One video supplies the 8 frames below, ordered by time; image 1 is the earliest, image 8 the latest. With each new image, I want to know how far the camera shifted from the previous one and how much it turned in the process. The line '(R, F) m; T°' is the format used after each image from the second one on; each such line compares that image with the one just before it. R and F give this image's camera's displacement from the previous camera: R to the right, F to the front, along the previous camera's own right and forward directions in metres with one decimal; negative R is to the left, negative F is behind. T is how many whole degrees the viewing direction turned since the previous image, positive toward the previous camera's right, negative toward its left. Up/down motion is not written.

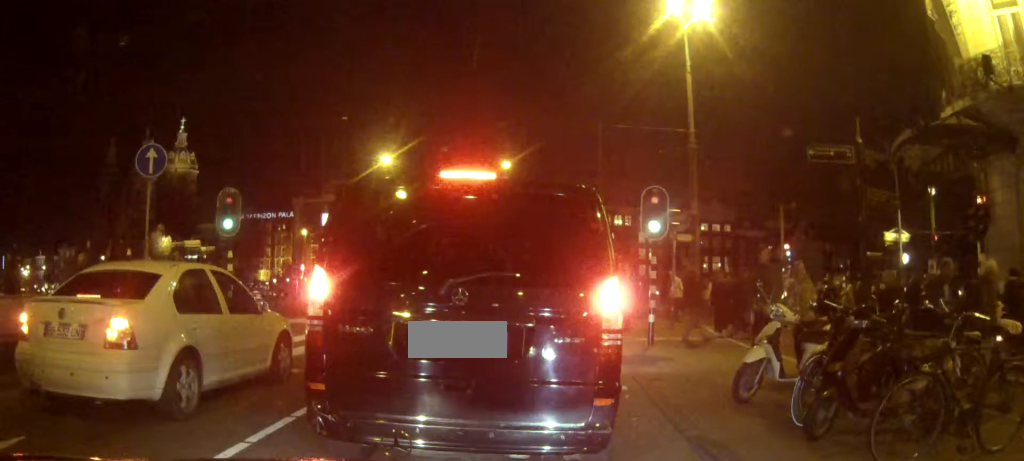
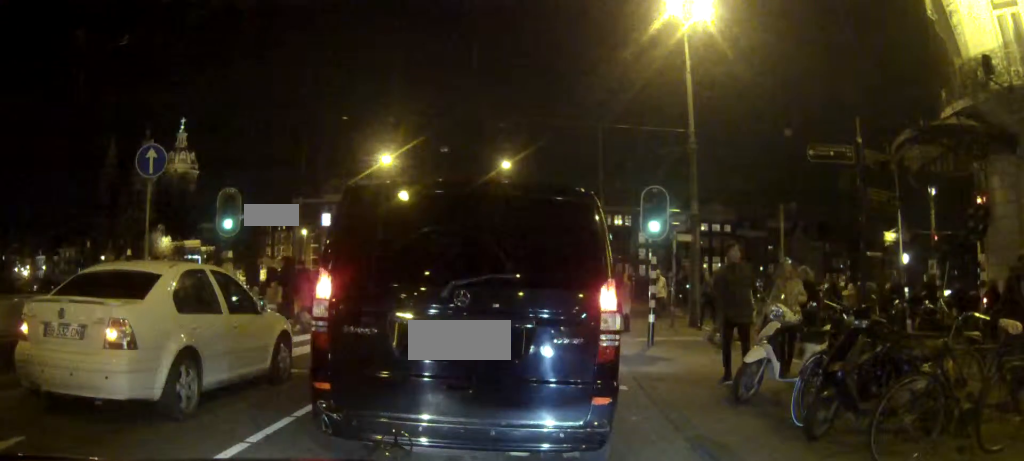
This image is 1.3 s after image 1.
(0.0, +0.3) m; 0°
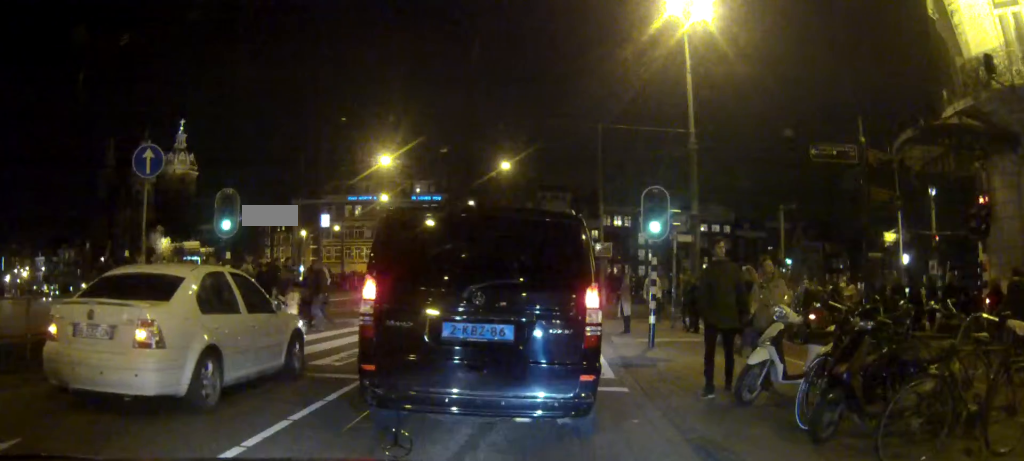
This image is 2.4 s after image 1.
(0.0, +0.3) m; 0°
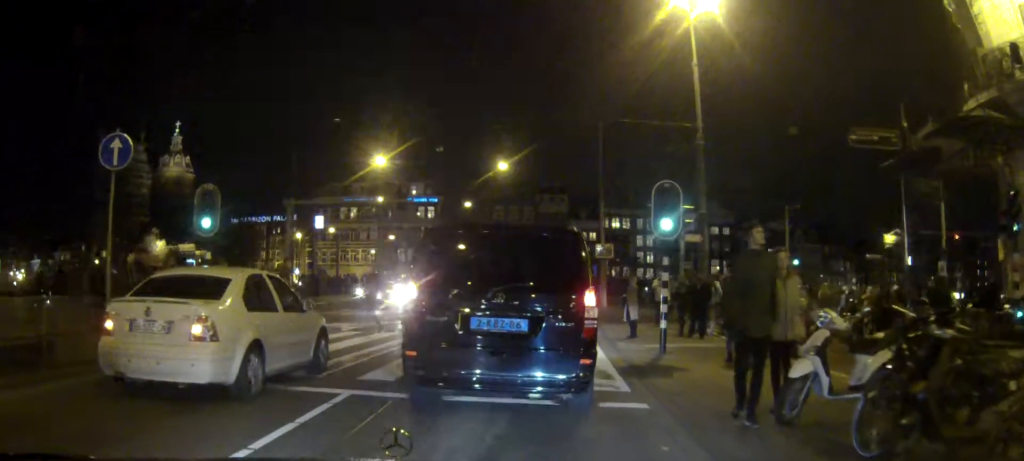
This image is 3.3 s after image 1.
(0.0, +0.2) m; 0°
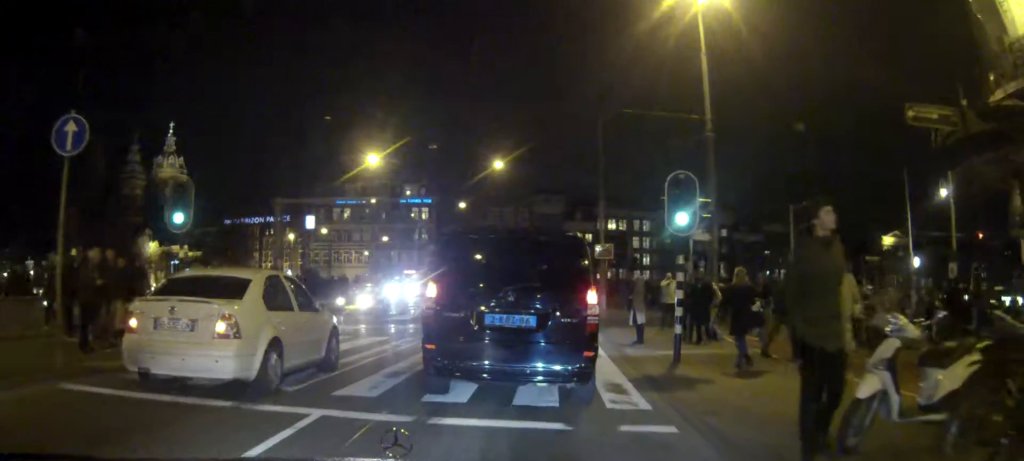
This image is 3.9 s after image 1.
(0.0, +0.7) m; 0°
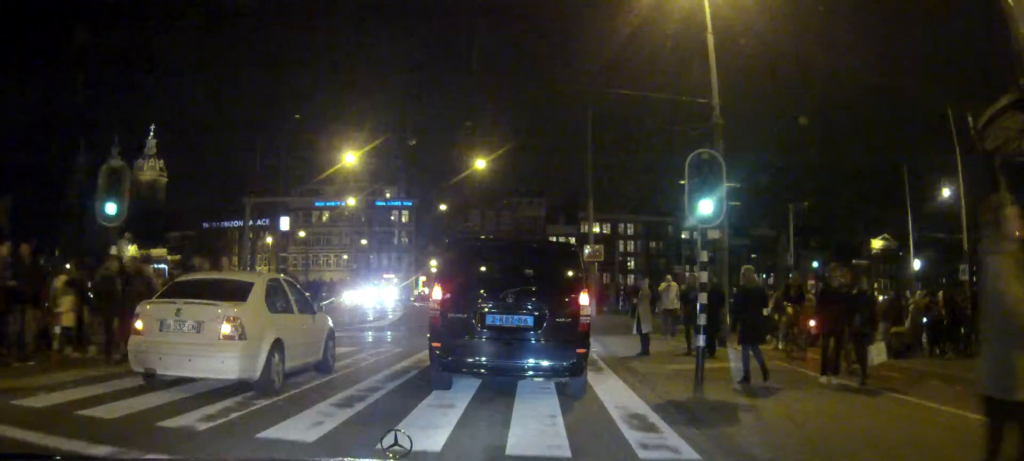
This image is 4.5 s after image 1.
(0.0, +1.6) m; +1°
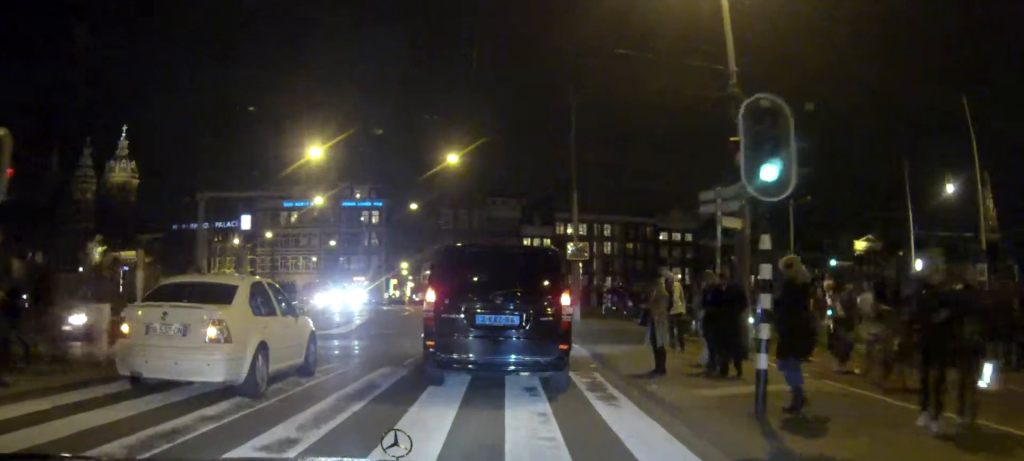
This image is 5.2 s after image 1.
(0.0, +3.4) m; +1°
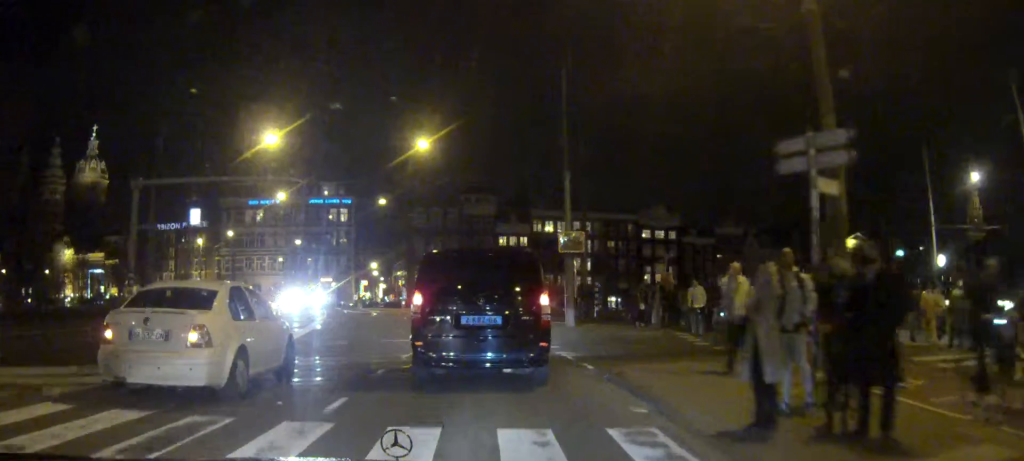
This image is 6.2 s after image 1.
(0.0, +5.9) m; +1°
